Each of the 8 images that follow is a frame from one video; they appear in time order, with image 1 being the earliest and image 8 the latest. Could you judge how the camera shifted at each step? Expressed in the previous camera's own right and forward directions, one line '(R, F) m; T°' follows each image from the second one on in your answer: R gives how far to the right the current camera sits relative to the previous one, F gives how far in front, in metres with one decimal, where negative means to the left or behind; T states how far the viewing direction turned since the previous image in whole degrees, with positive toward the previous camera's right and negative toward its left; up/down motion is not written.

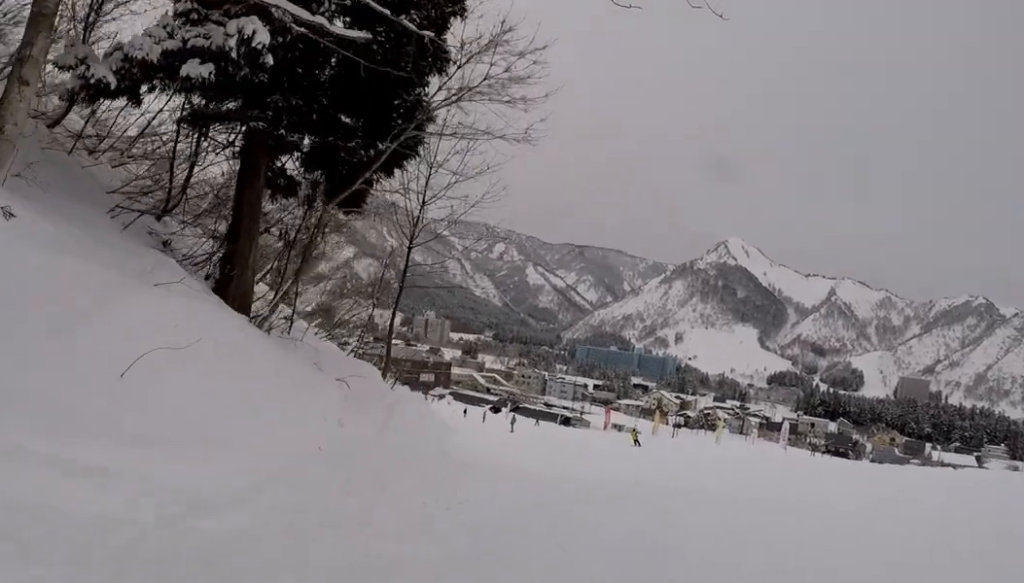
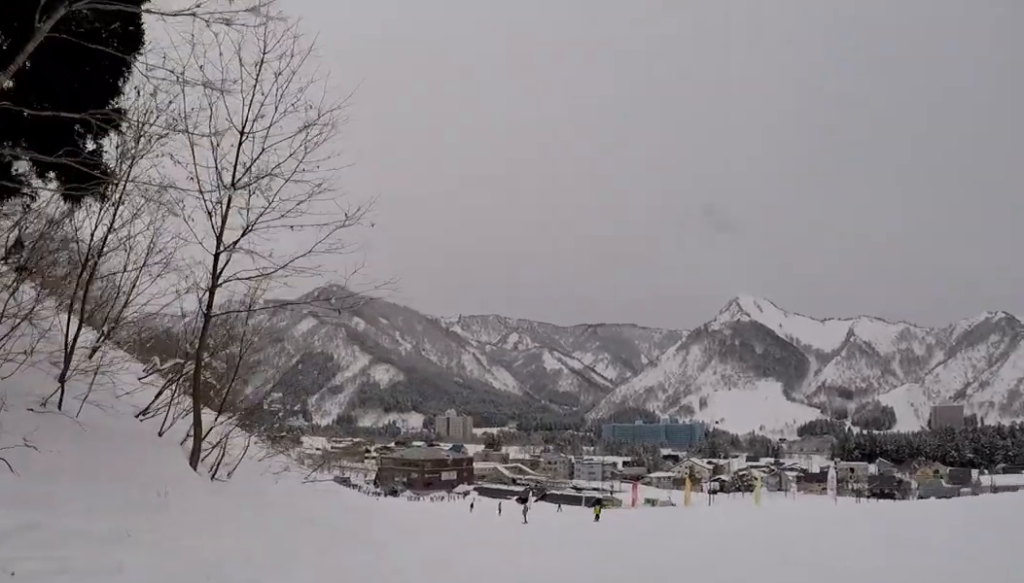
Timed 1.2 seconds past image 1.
(-1.0, +6.8) m; -14°
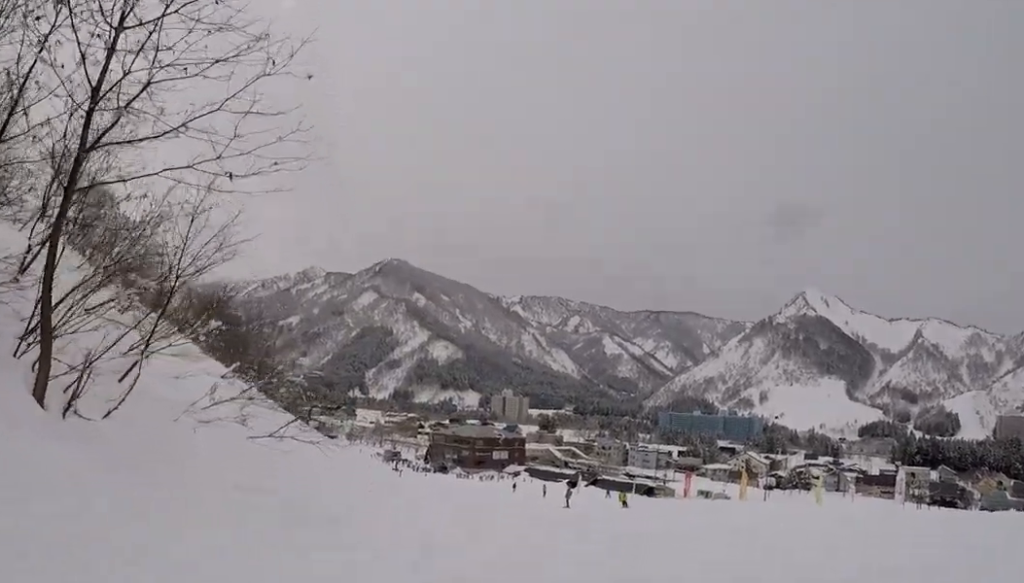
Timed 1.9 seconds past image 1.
(0.0, +3.7) m; 0°
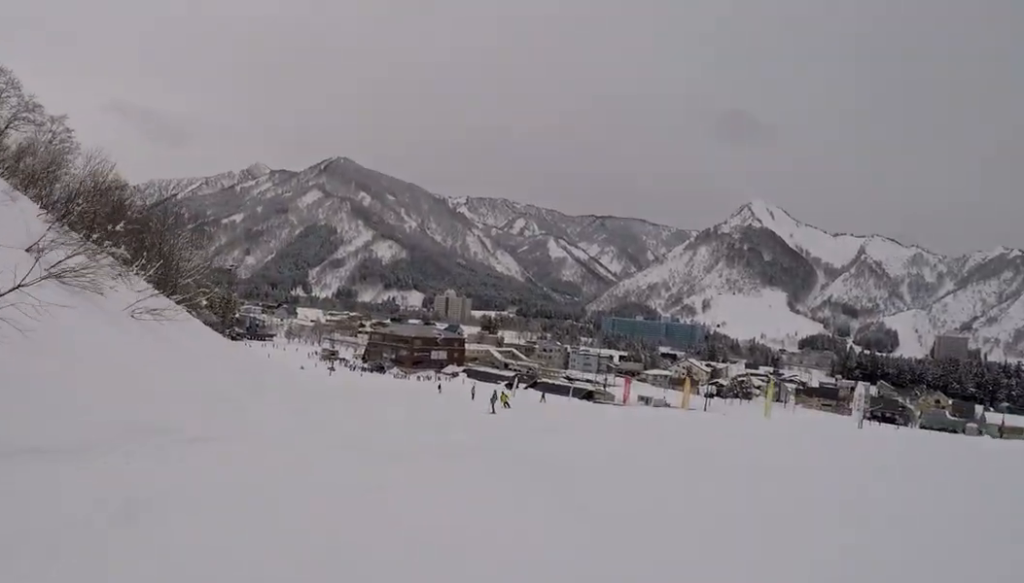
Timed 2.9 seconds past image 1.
(0.0, +5.9) m; -1°
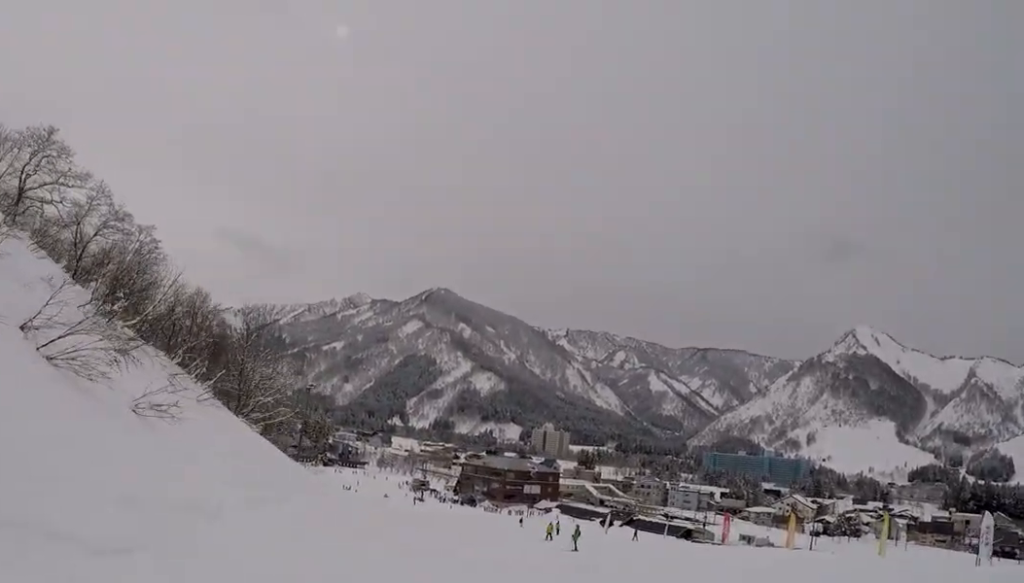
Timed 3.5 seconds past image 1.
(0.0, +3.6) m; -5°
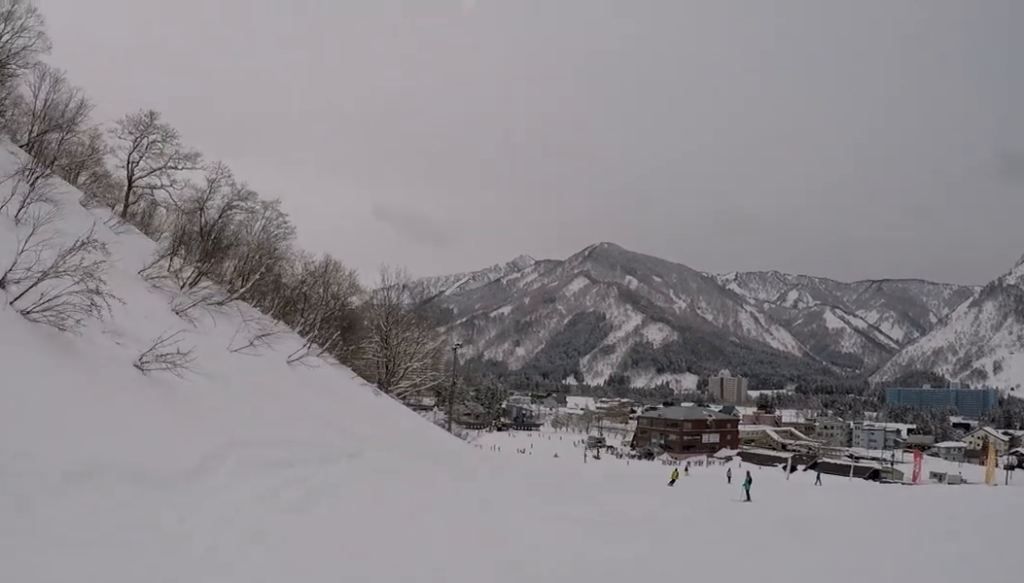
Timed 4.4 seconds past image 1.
(-0.1, +5.0) m; -13°
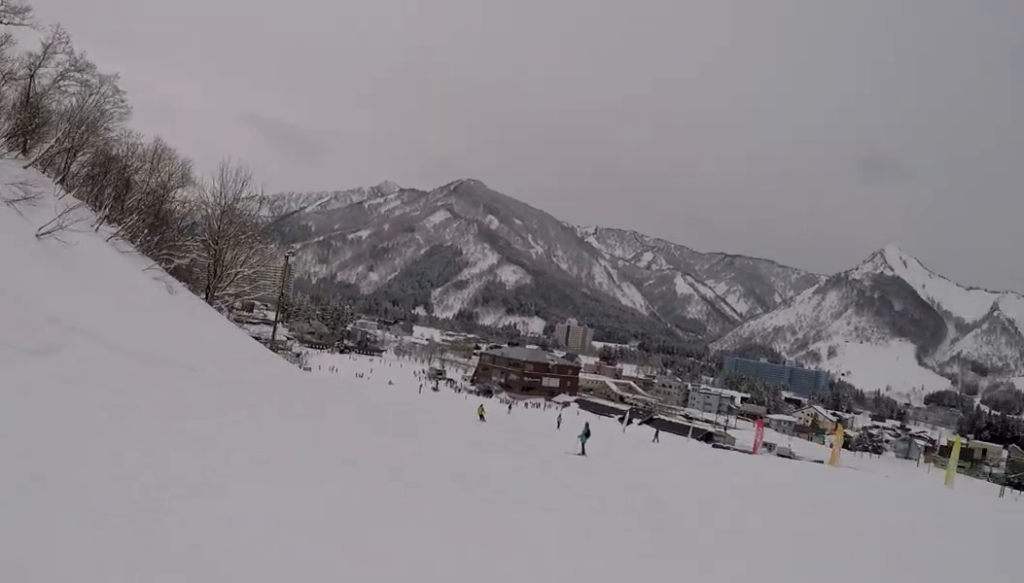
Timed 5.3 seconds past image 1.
(-1.3, +5.6) m; +4°
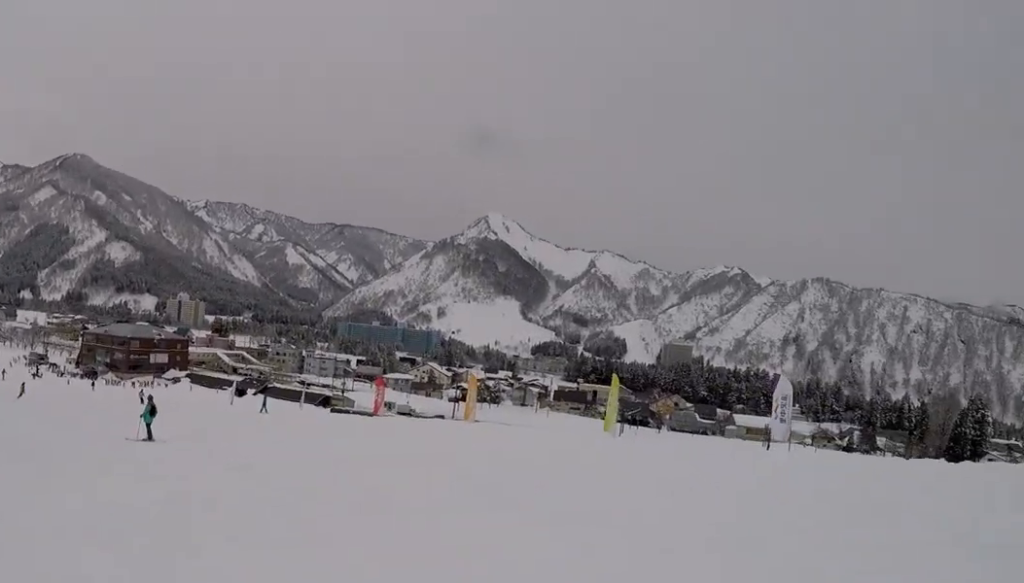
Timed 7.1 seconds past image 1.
(+4.6, +8.7) m; +27°
